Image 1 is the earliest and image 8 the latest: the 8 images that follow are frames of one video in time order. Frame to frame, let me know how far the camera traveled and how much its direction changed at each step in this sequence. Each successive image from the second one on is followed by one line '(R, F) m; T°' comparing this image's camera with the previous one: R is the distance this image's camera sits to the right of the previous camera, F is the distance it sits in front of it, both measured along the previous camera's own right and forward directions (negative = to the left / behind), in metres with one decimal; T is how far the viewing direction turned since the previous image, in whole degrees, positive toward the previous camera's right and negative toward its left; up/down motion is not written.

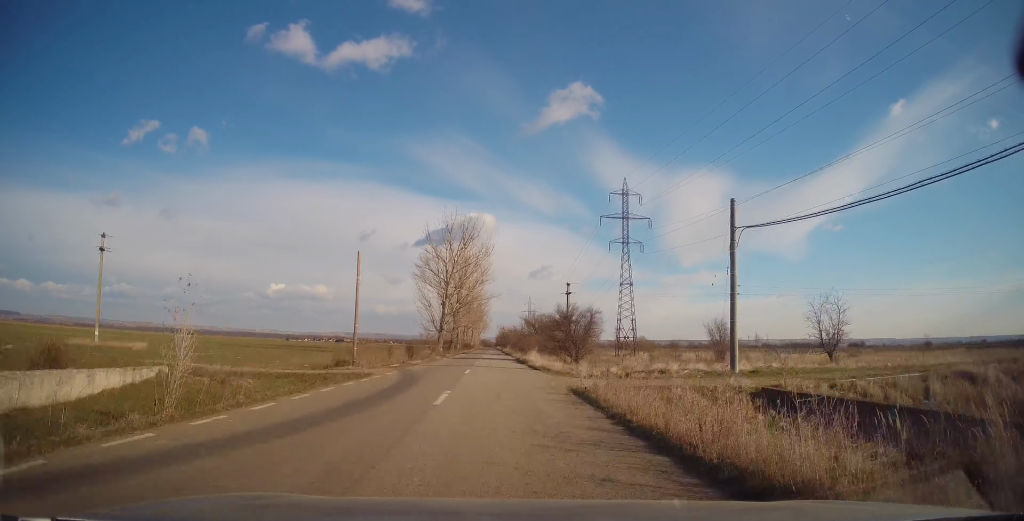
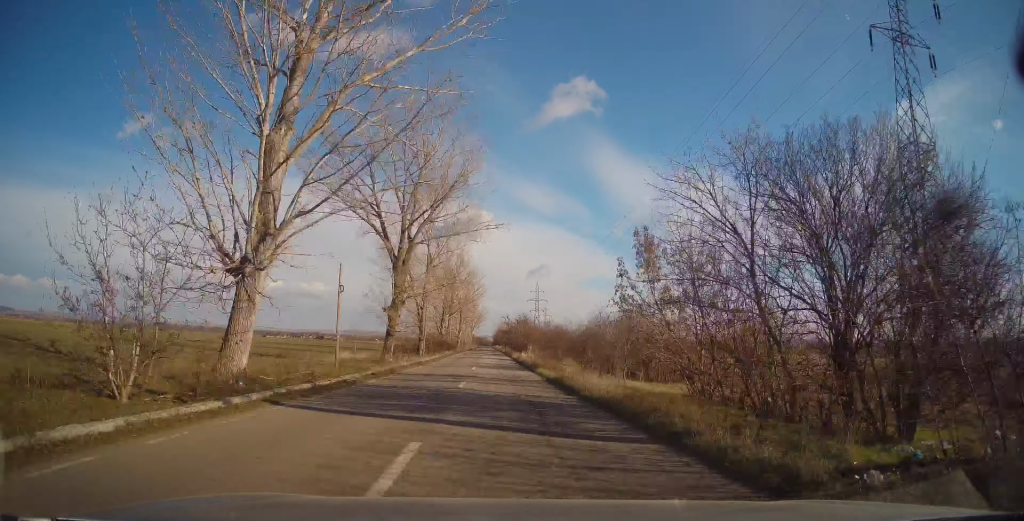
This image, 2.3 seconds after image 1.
(-0.3, +67.5) m; 0°
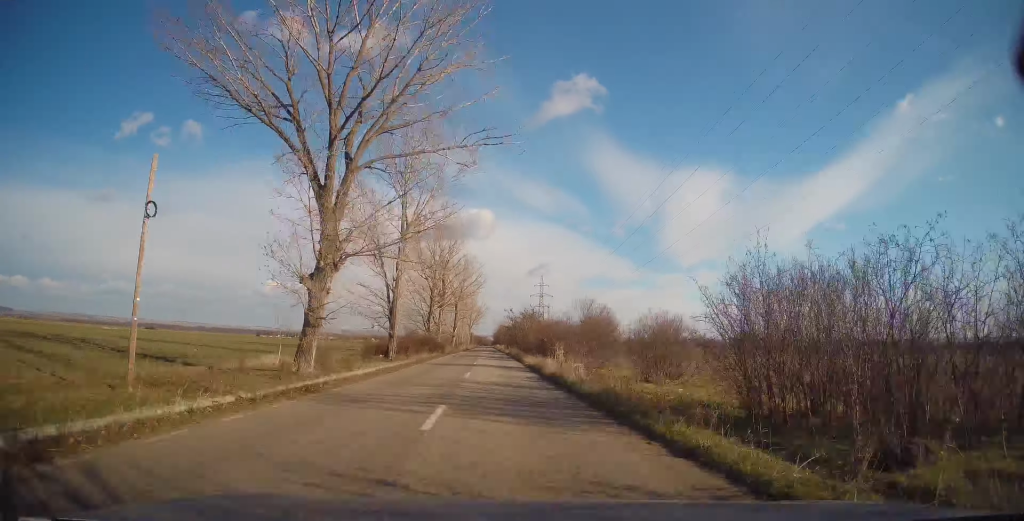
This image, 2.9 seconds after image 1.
(0.0, +19.2) m; 0°
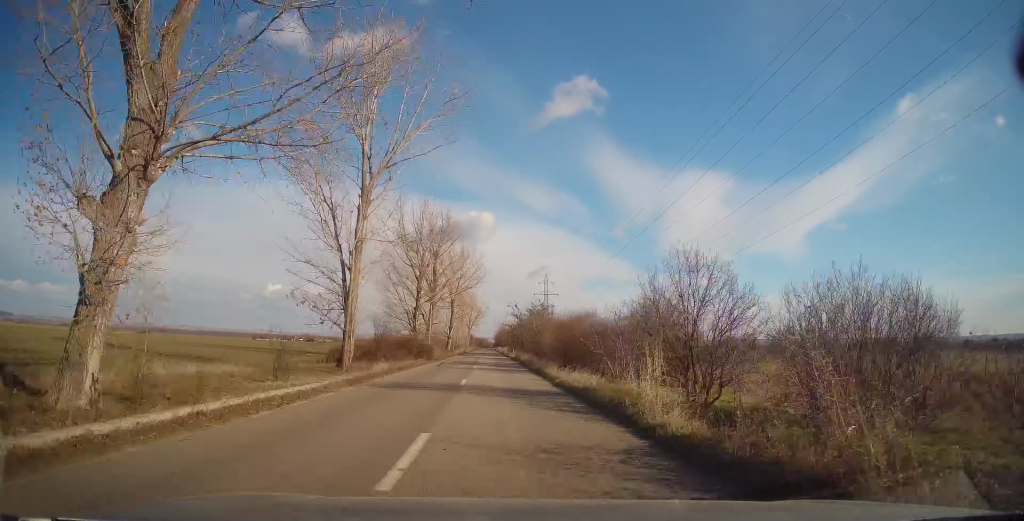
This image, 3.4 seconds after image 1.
(0.0, +15.1) m; 0°
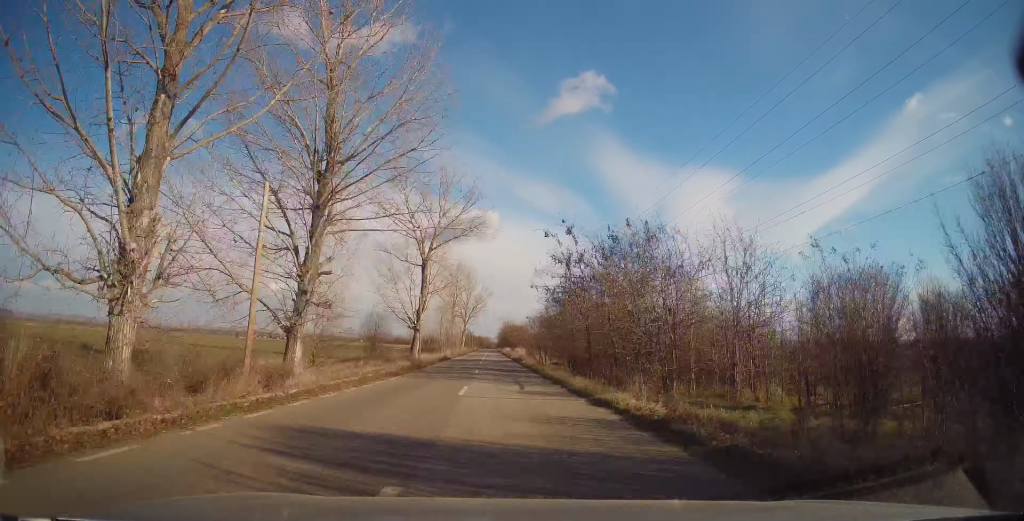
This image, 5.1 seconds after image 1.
(+0.8, +50.5) m; +1°
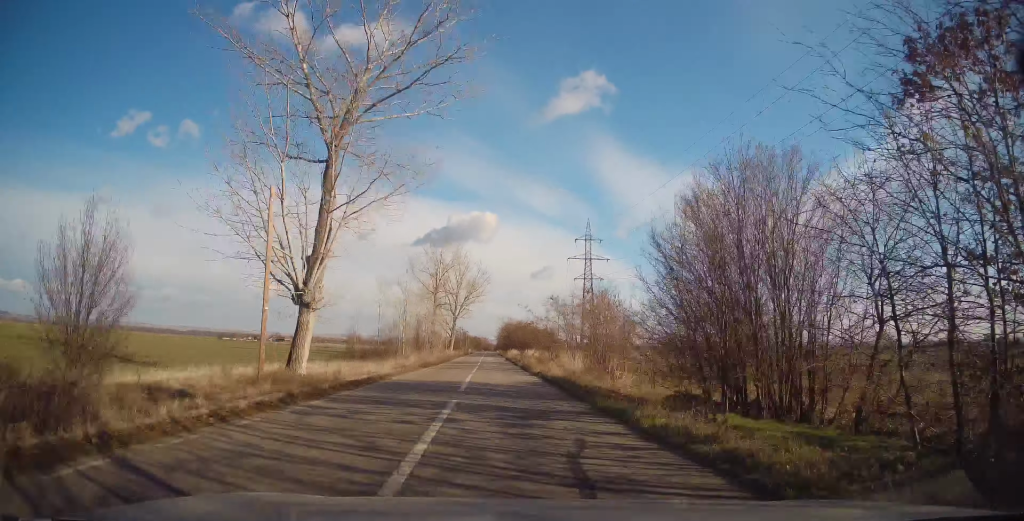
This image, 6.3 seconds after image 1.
(-0.4, +34.9) m; -1°
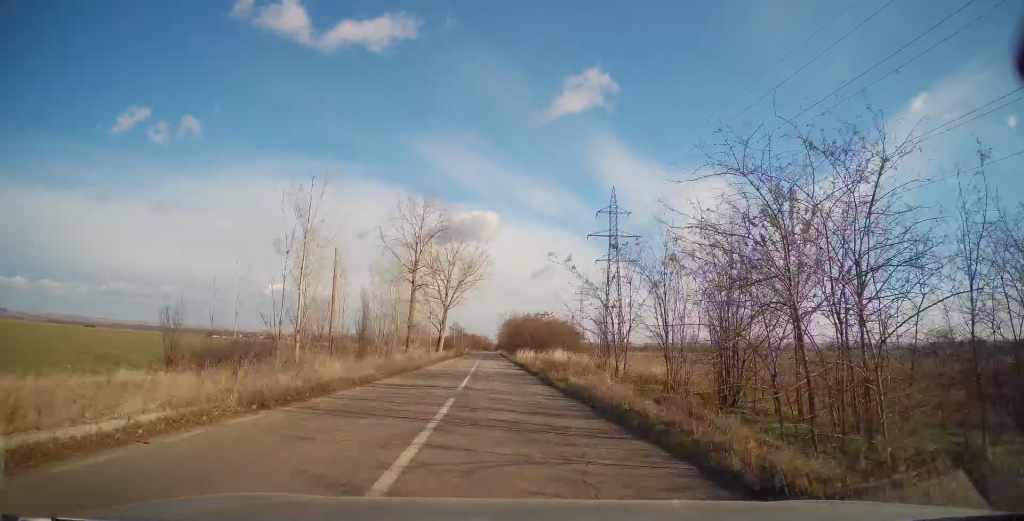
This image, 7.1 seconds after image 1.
(0.0, +24.1) m; 0°
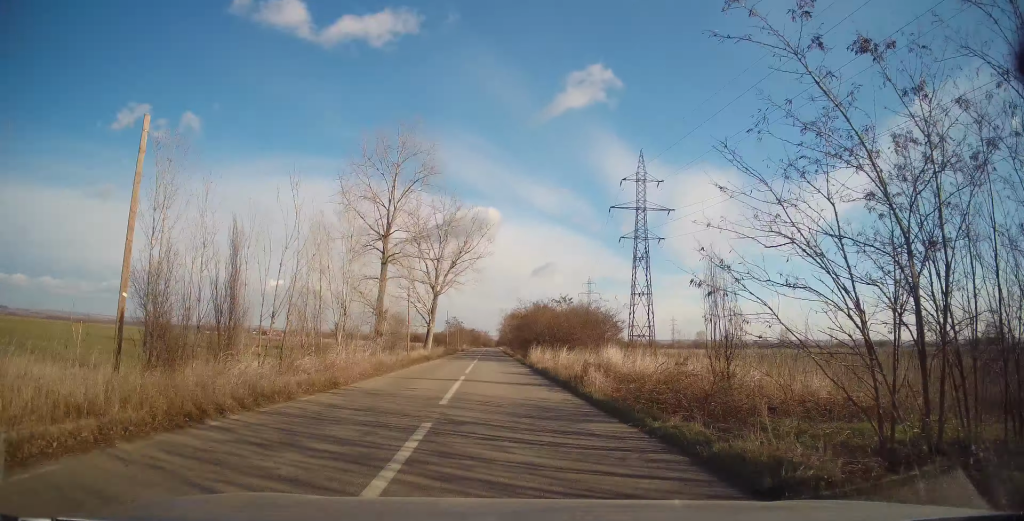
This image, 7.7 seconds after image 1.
(0.0, +16.7) m; 0°
